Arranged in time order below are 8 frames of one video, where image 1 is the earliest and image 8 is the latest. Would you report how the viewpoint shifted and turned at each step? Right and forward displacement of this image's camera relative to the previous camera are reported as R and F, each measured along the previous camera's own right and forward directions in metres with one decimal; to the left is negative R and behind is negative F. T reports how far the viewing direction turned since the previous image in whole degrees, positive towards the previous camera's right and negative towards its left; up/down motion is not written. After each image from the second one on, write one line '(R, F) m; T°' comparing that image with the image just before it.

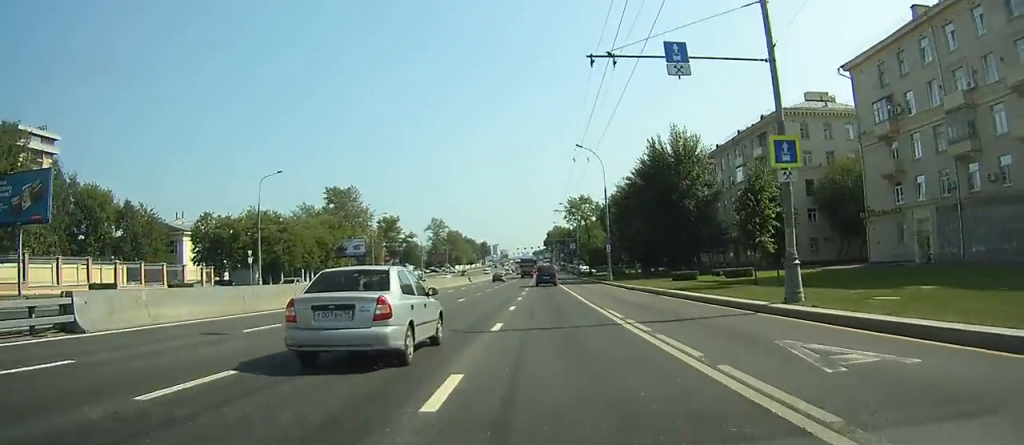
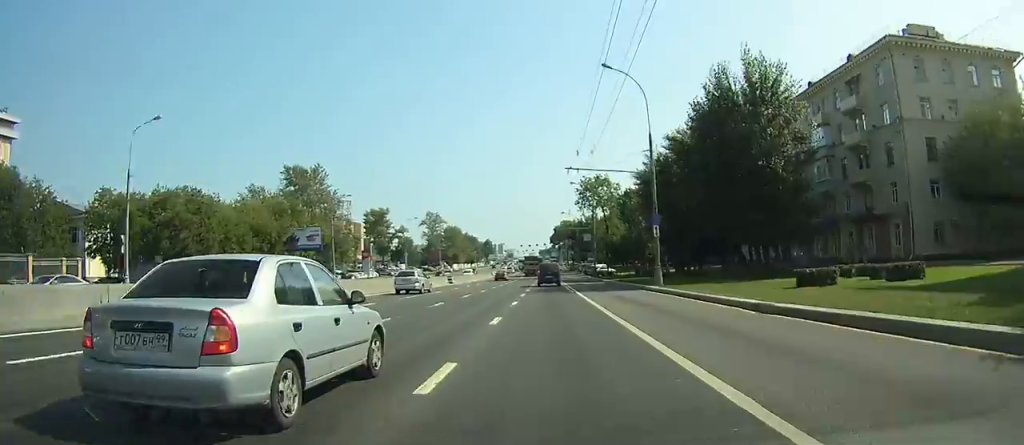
(0.0, +23.4) m; -1°
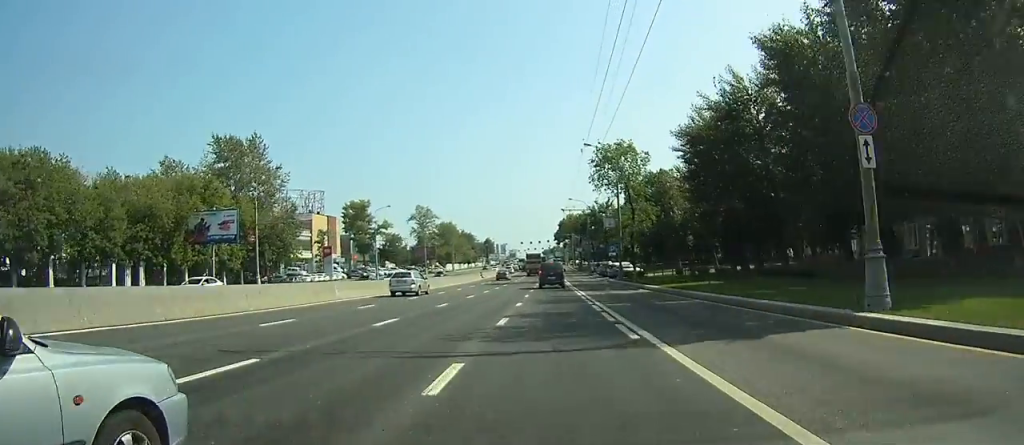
(-0.3, +24.2) m; -1°
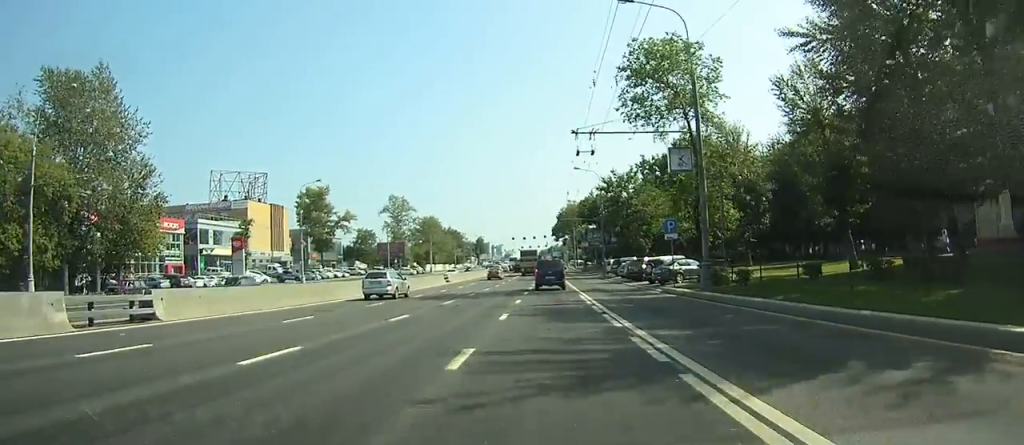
(-0.1, +30.5) m; 0°
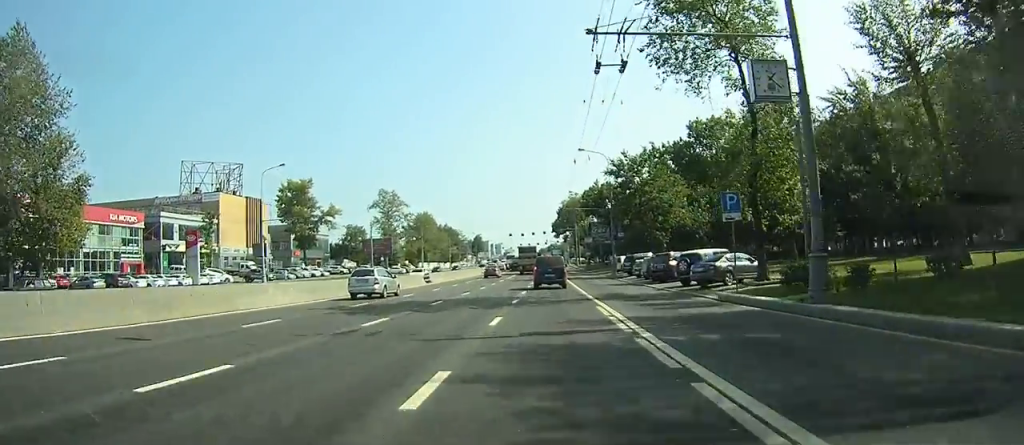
(0.0, +10.3) m; 0°
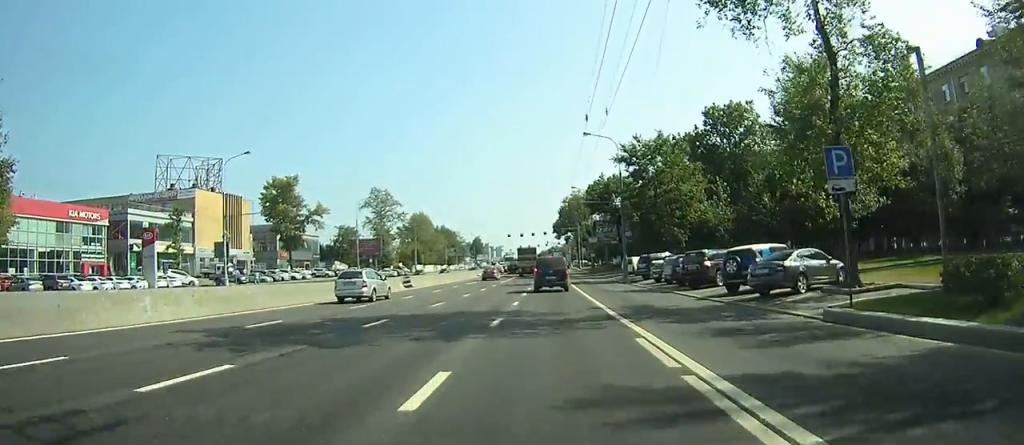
(0.0, +7.8) m; 0°
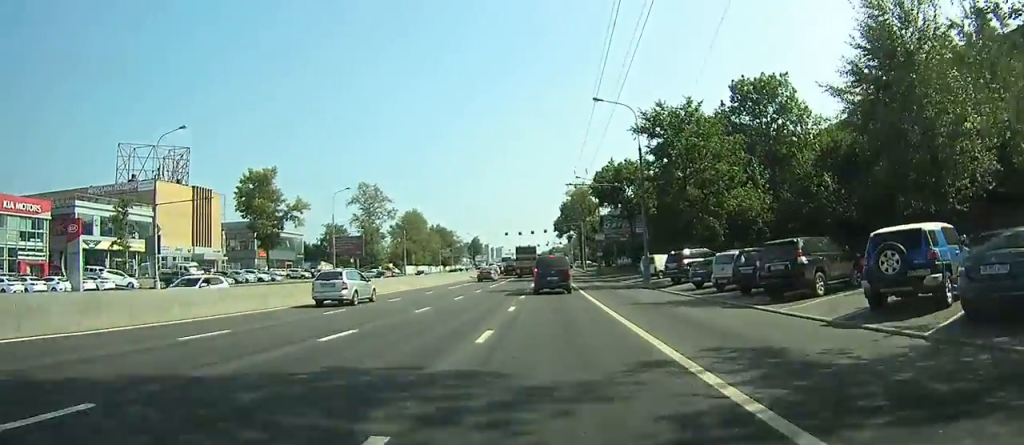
(0.0, +10.7) m; 0°
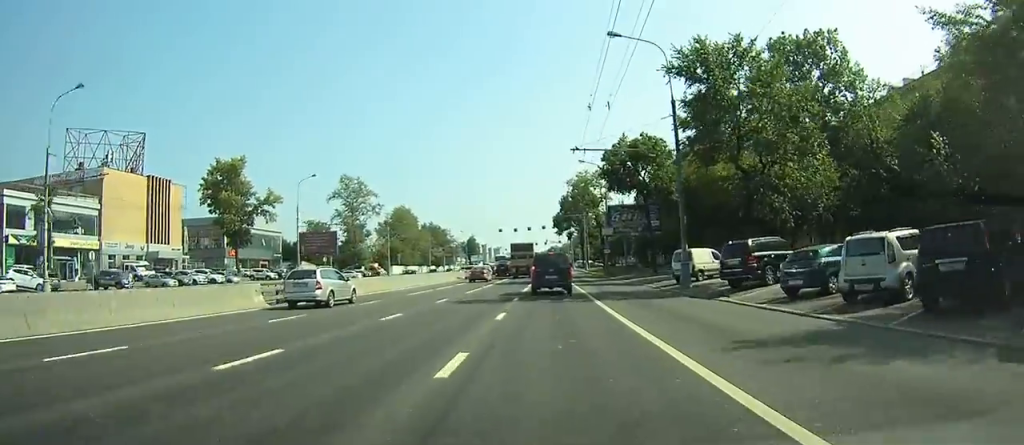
(0.0, +11.7) m; 0°
